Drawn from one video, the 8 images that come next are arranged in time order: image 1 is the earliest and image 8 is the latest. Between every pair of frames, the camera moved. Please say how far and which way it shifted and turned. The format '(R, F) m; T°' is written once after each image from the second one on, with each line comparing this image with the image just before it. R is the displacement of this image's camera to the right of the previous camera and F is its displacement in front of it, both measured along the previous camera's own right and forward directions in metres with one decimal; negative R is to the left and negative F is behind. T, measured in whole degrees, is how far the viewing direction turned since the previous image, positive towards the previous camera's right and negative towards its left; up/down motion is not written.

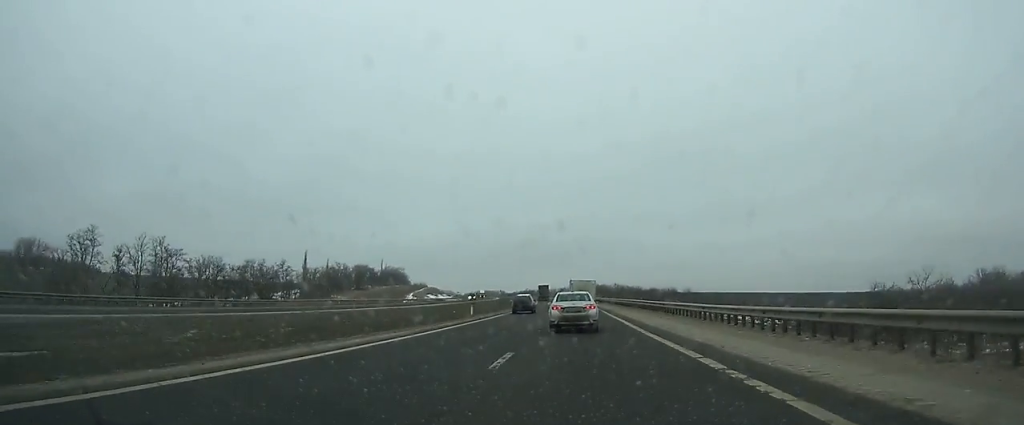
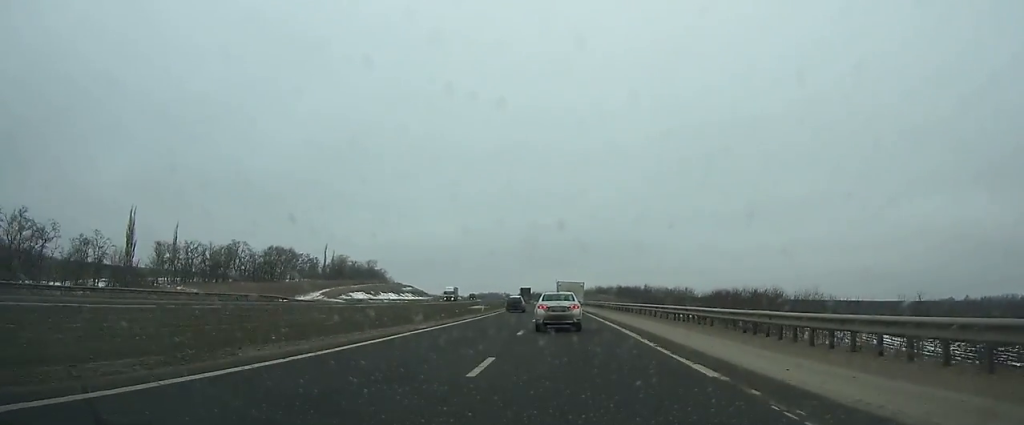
(-1.0, +85.5) m; -2°
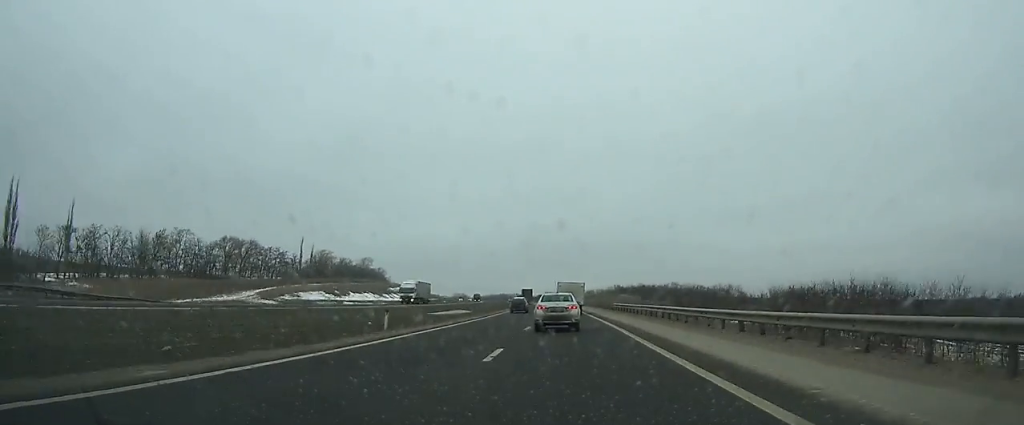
(+0.2, +32.6) m; -1°
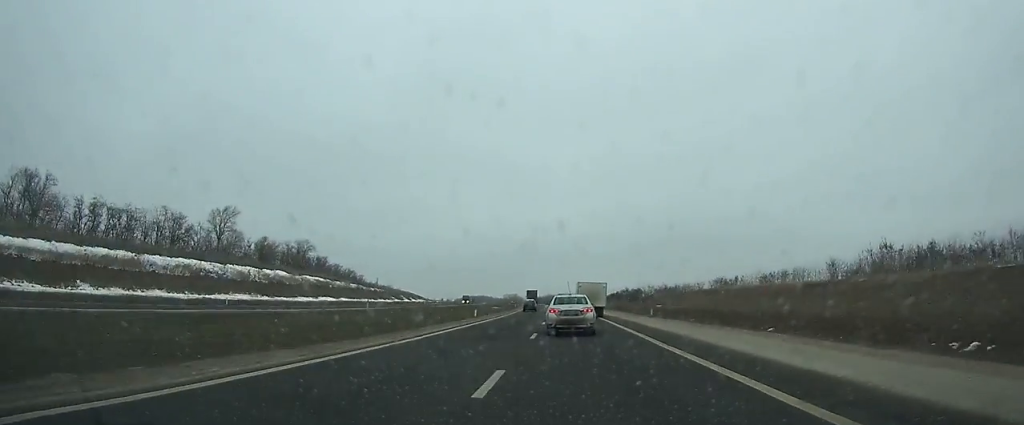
(-10.9, +182.9) m; -7°
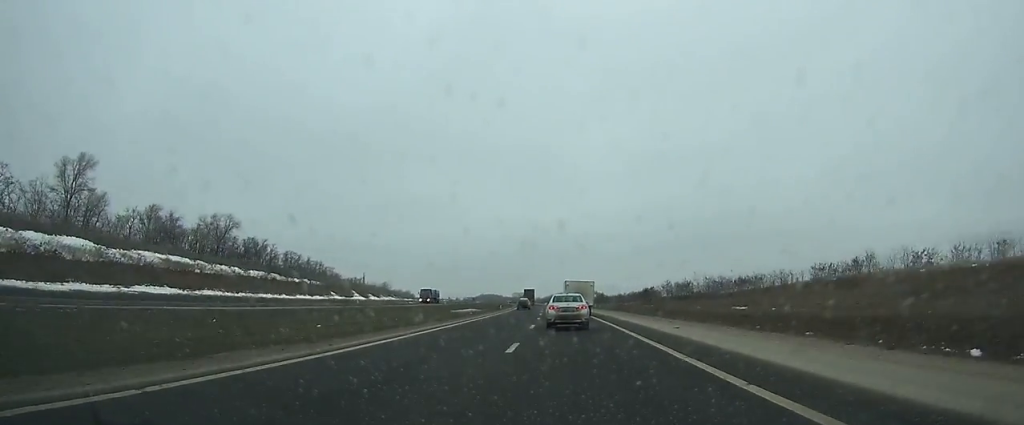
(-0.7, +54.4) m; -2°
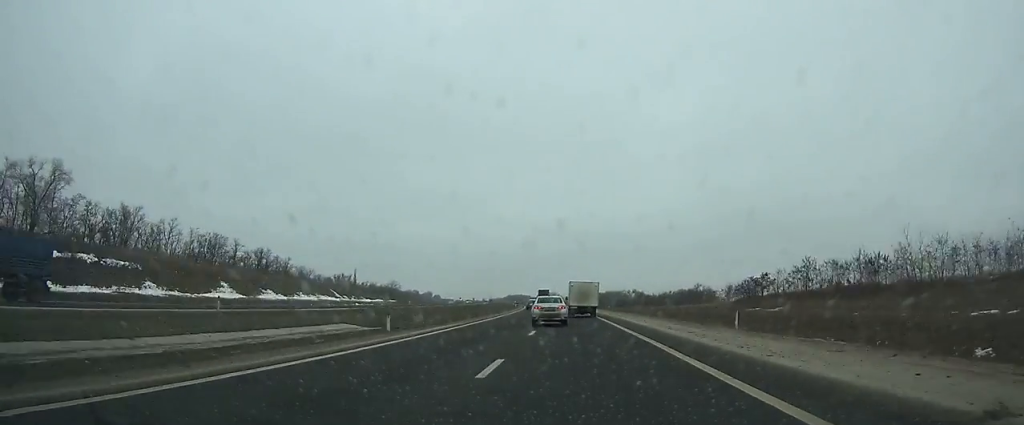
(-1.1, +64.9) m; -2°
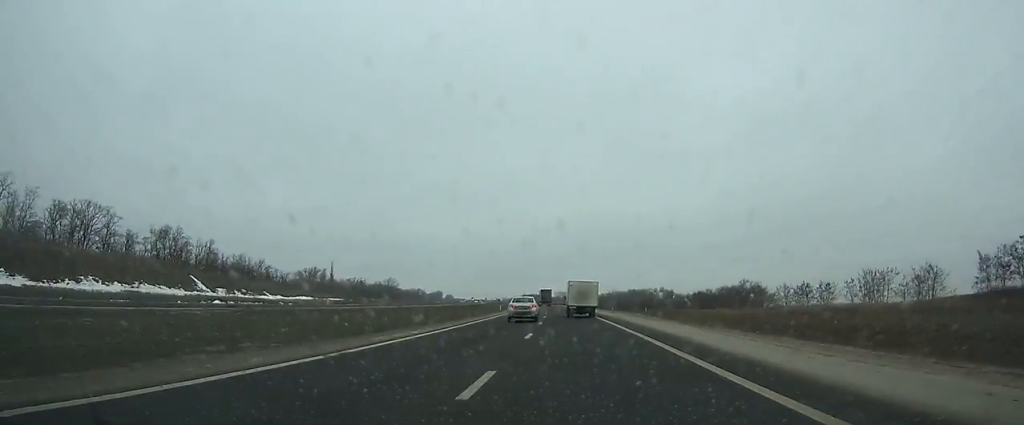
(-1.1, +50.8) m; -2°
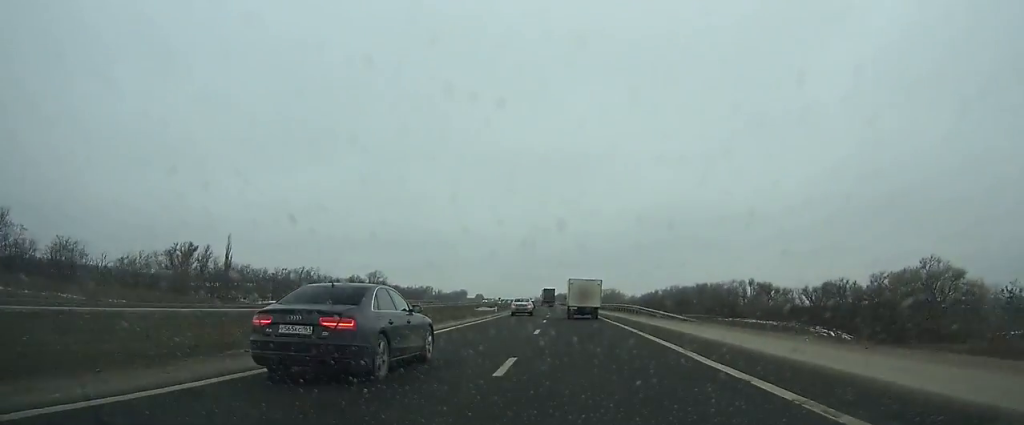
(-3.4, +106.7) m; -4°
